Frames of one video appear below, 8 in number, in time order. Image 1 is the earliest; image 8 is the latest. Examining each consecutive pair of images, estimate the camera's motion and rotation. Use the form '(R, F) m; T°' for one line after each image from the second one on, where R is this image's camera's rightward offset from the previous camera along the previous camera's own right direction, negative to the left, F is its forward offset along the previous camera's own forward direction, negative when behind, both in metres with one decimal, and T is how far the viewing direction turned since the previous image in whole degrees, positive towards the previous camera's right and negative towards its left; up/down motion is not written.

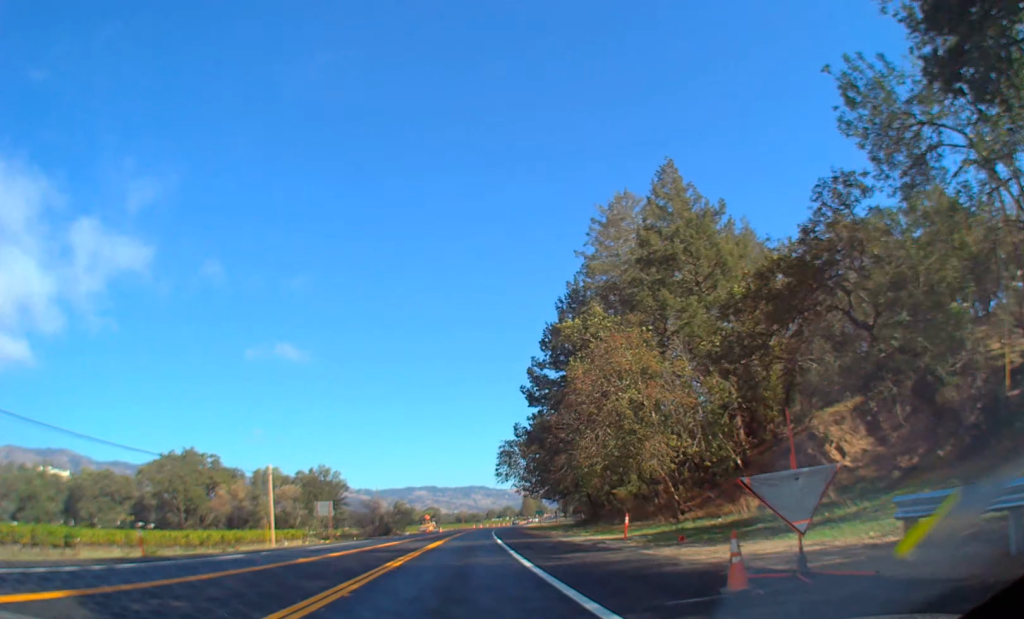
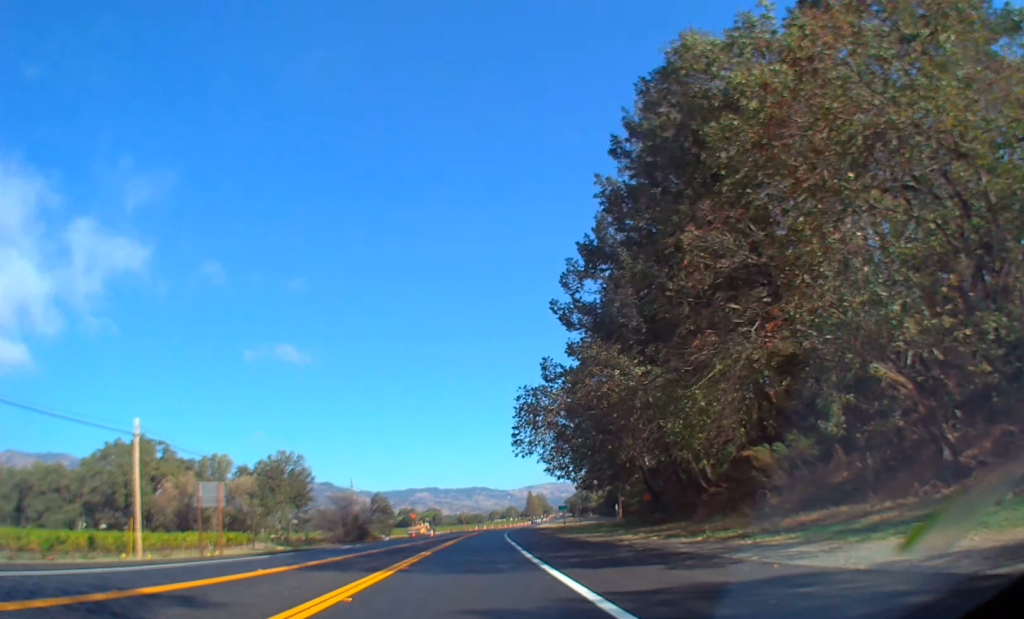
(-0.9, +27.8) m; +5°
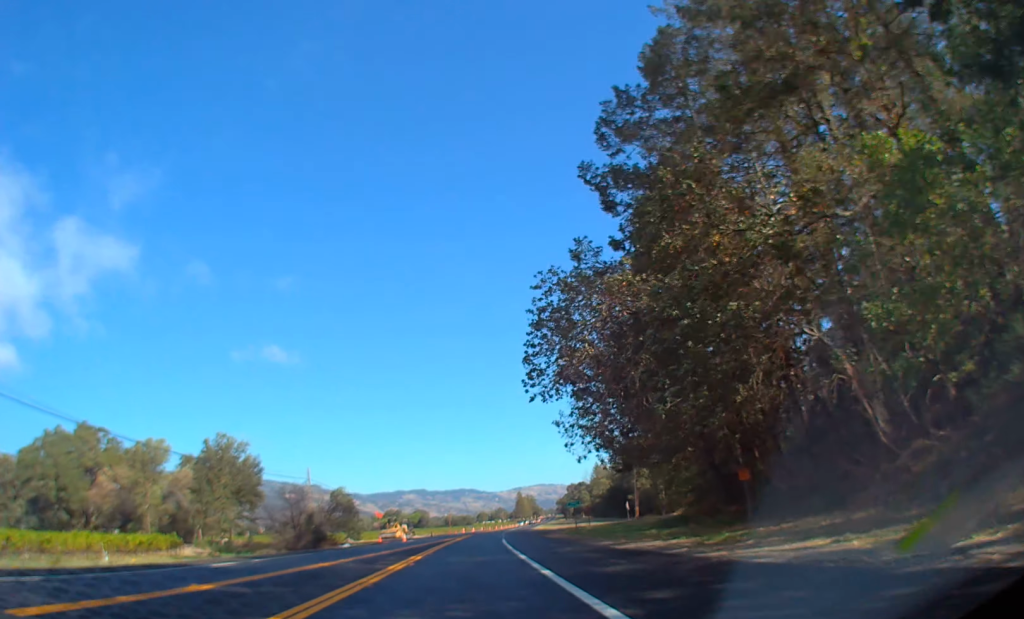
(+1.8, +19.2) m; +10°
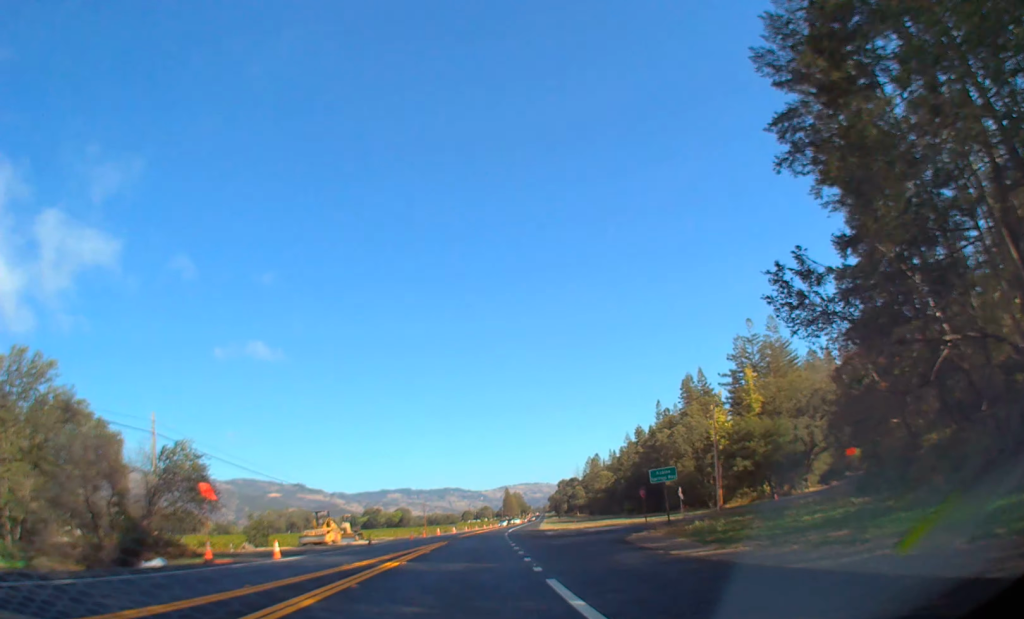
(+4.6, +38.7) m; +10°
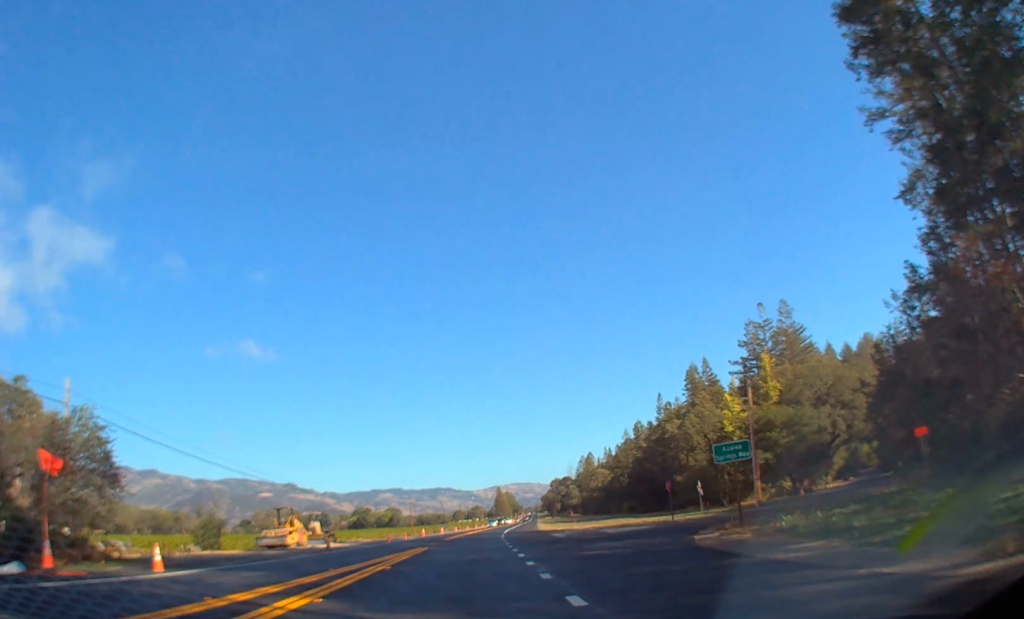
(+0.2, +10.5) m; +1°
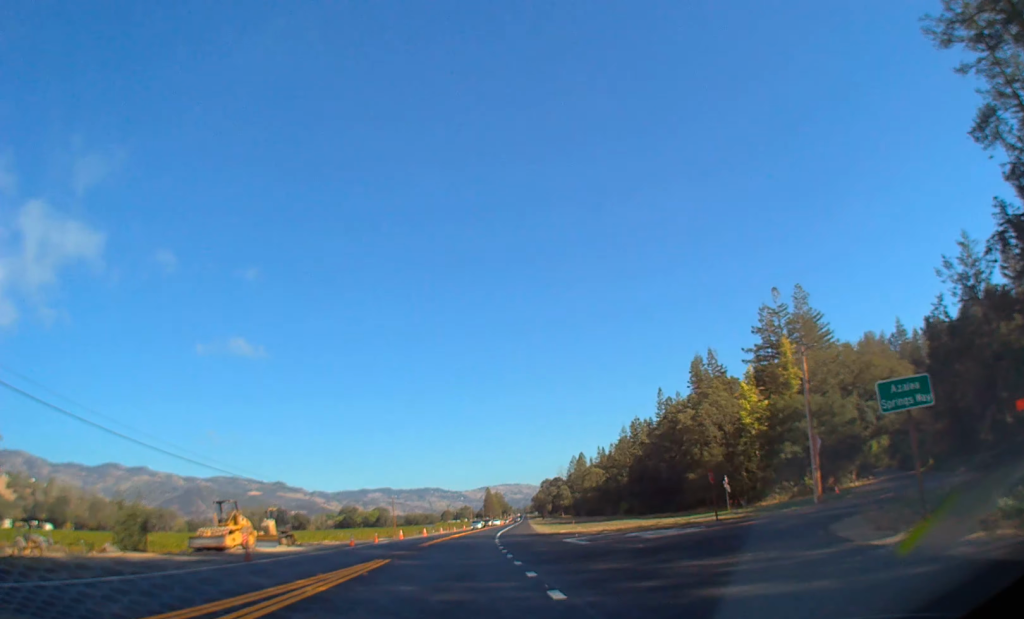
(+0.1, +11.5) m; +1°
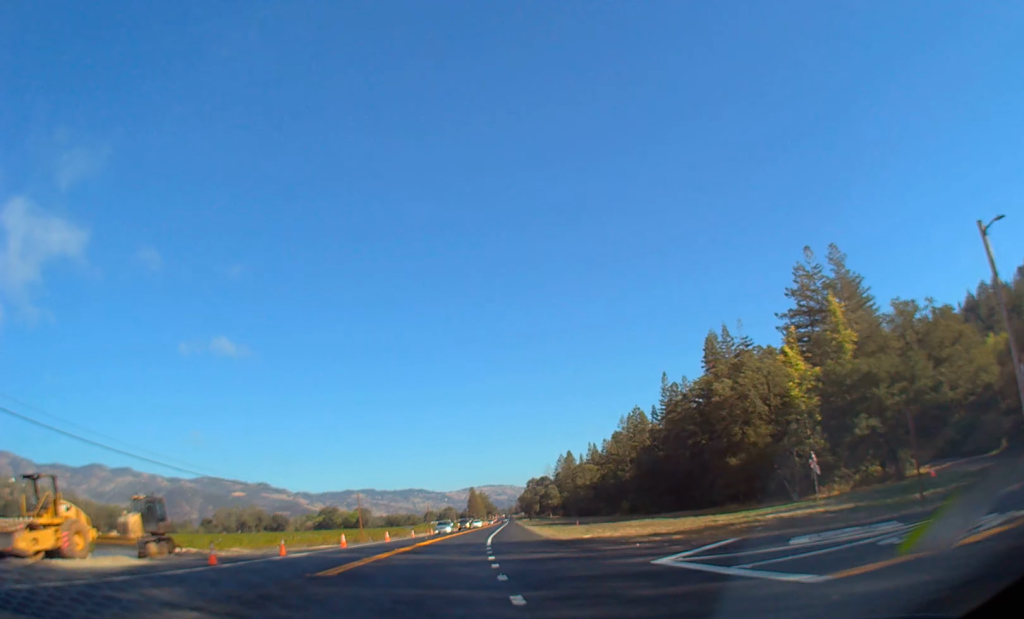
(+0.3, +21.0) m; +2°
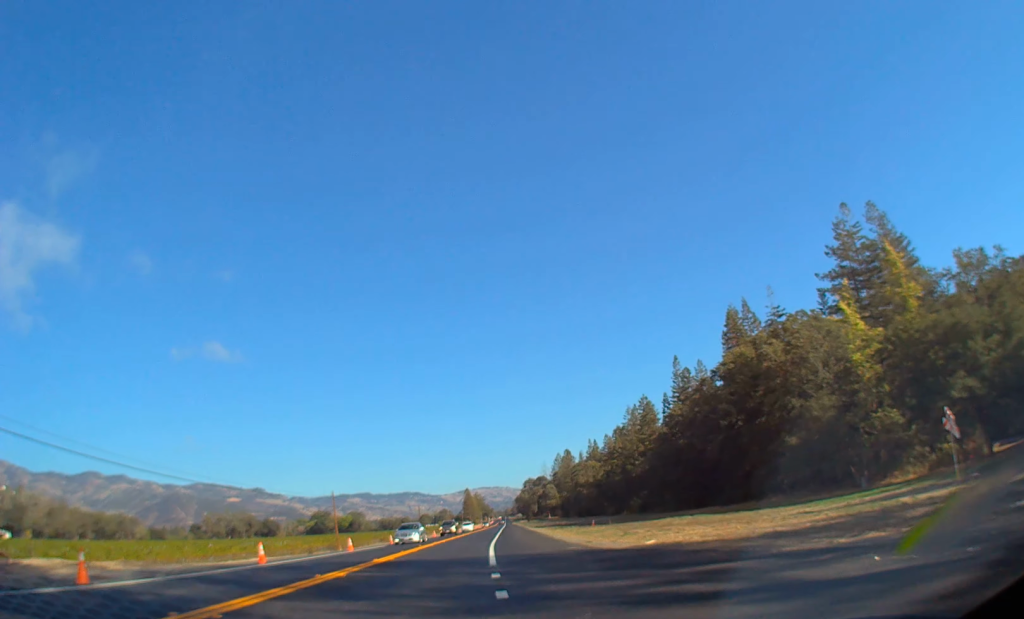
(+0.5, +15.7) m; +1°
